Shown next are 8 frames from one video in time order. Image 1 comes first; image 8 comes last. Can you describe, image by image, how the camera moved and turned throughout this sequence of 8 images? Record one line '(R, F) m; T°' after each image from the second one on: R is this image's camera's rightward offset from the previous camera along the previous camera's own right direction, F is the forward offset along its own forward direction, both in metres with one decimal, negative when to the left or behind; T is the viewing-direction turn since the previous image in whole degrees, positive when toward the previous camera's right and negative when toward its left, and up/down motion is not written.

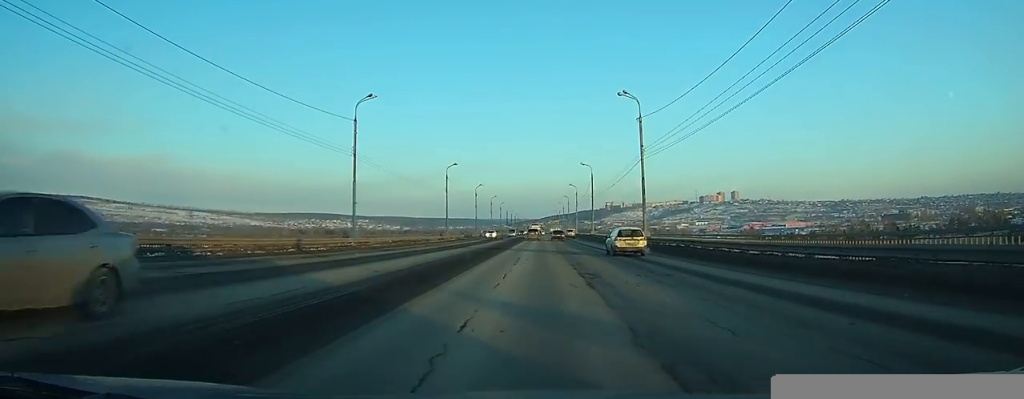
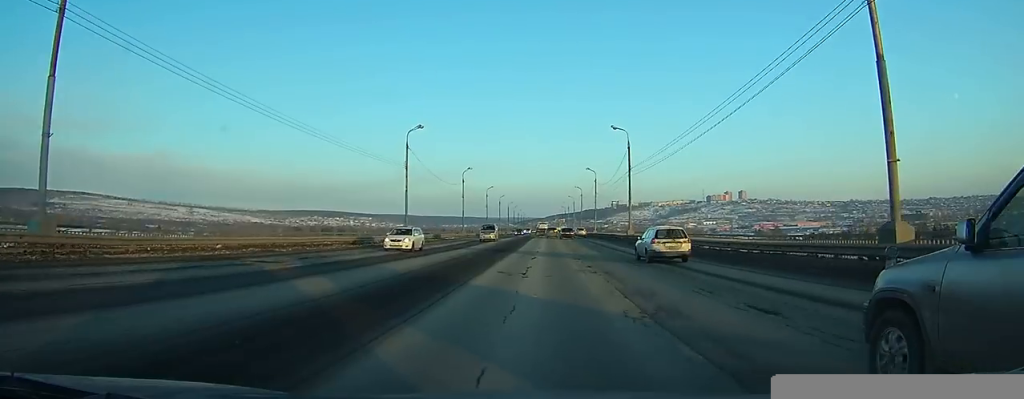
(-0.1, +33.6) m; 0°
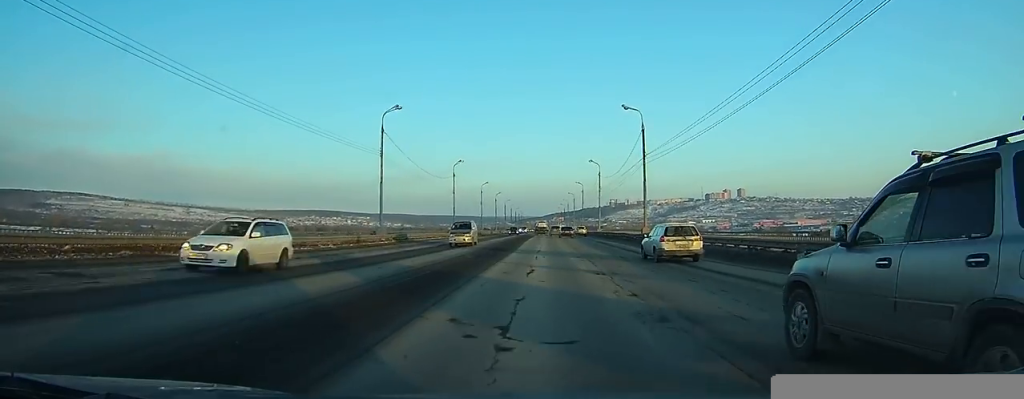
(0.0, +9.7) m; 0°
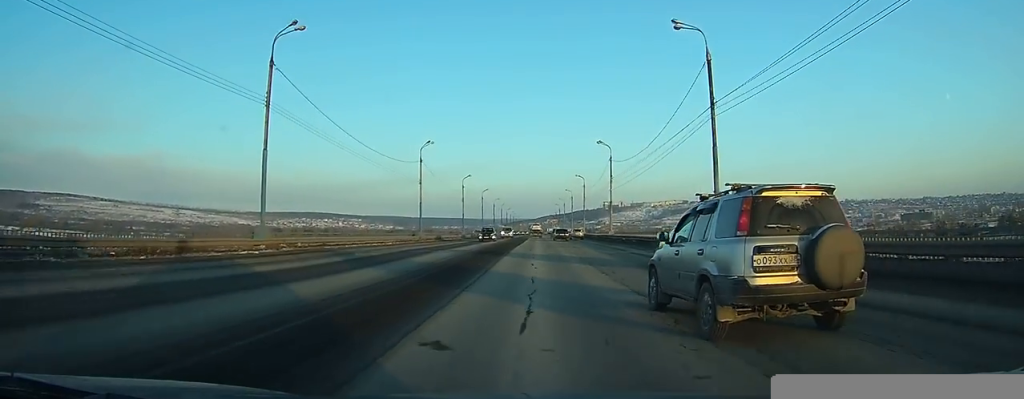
(-0.1, +22.8) m; 0°
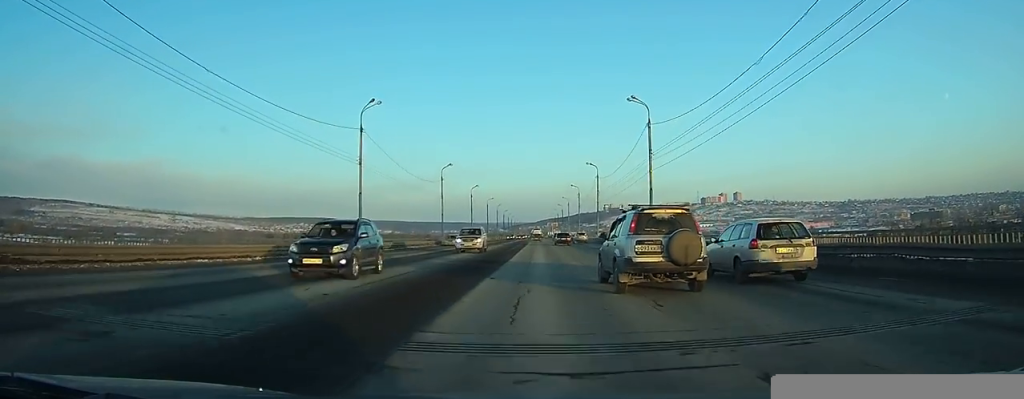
(0.0, +25.9) m; 0°
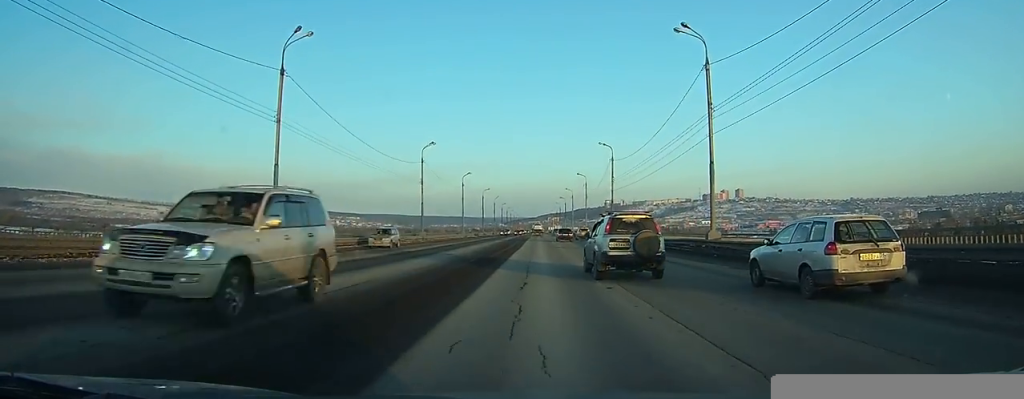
(+0.1, +16.7) m; 0°
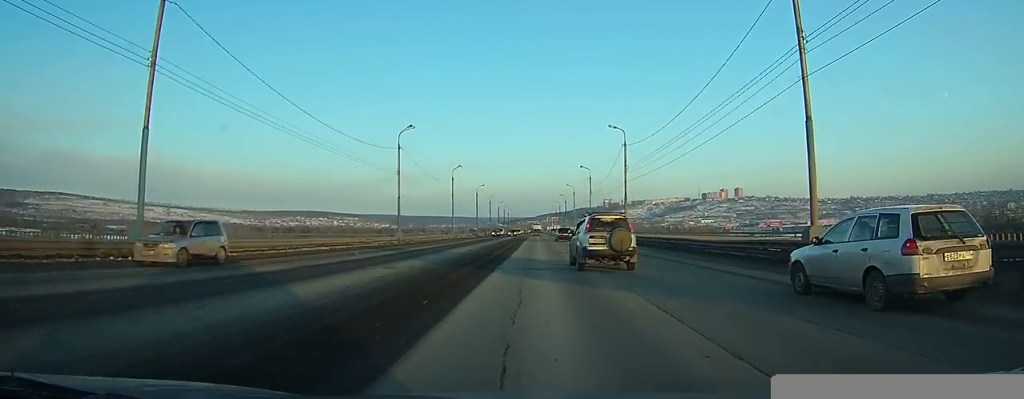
(0.0, +12.1) m; 0°
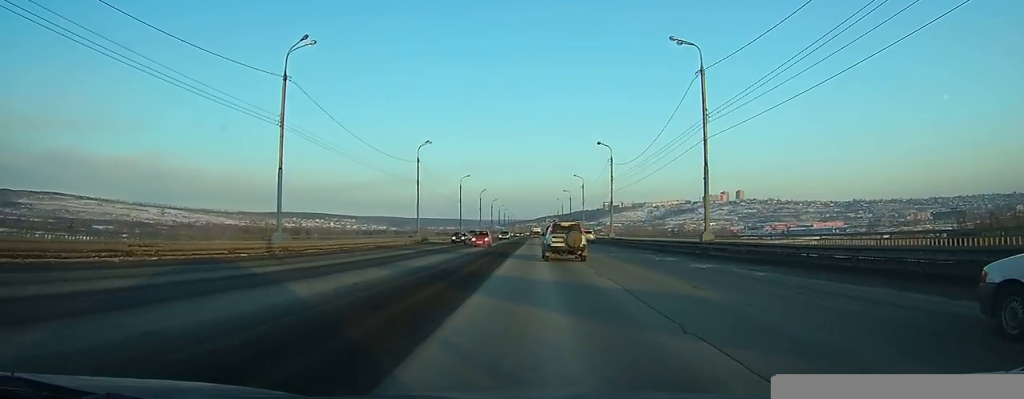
(0.0, +29.7) m; 0°
